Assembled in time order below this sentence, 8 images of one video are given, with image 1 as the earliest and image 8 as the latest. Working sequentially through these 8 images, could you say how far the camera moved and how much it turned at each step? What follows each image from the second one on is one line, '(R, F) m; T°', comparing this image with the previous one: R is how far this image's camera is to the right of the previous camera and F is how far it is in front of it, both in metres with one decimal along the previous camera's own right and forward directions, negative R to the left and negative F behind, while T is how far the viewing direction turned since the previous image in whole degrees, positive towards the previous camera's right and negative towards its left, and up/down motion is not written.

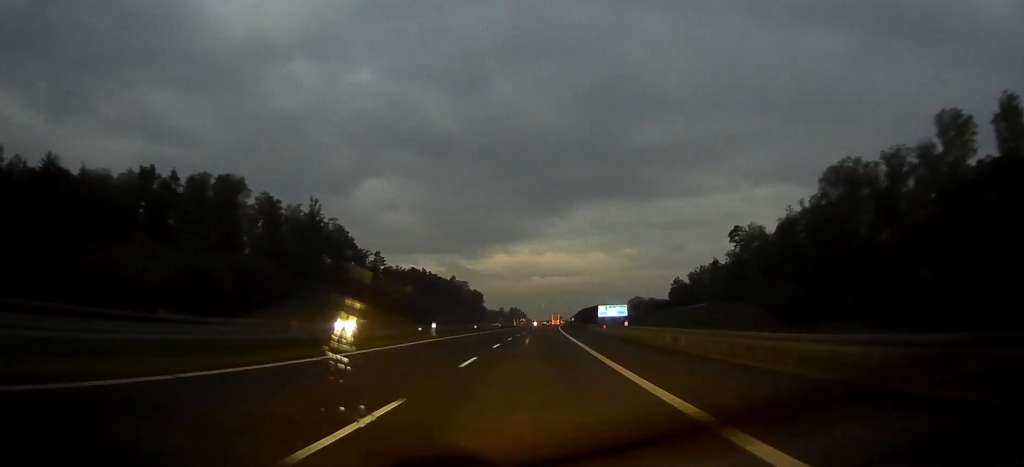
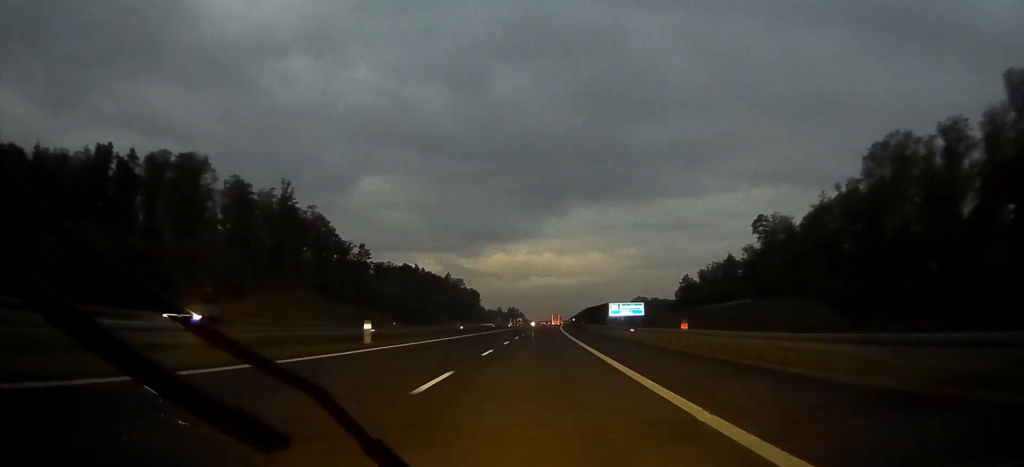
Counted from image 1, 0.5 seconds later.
(+0.1, +18.7) m; 0°
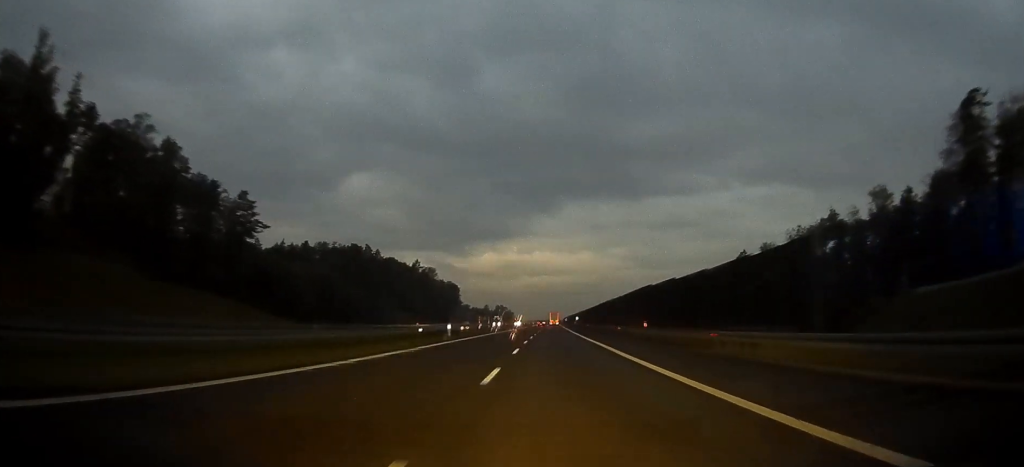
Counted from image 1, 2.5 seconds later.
(+0.5, +81.7) m; +1°
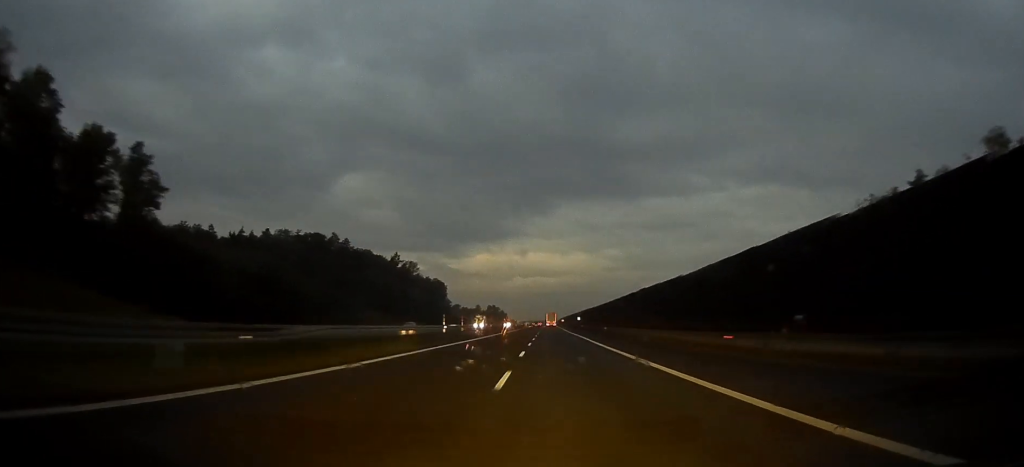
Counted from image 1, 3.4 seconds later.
(+0.1, +36.3) m; 0°
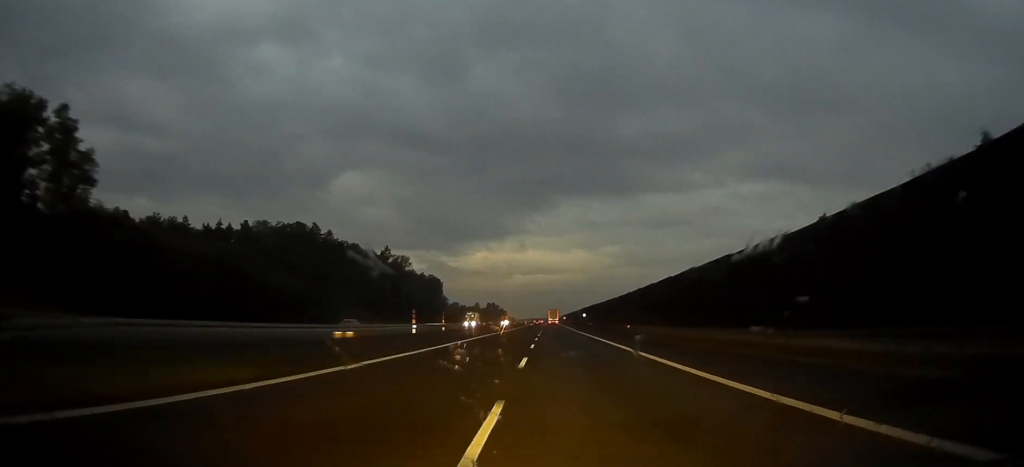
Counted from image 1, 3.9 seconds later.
(0.0, +18.9) m; 0°
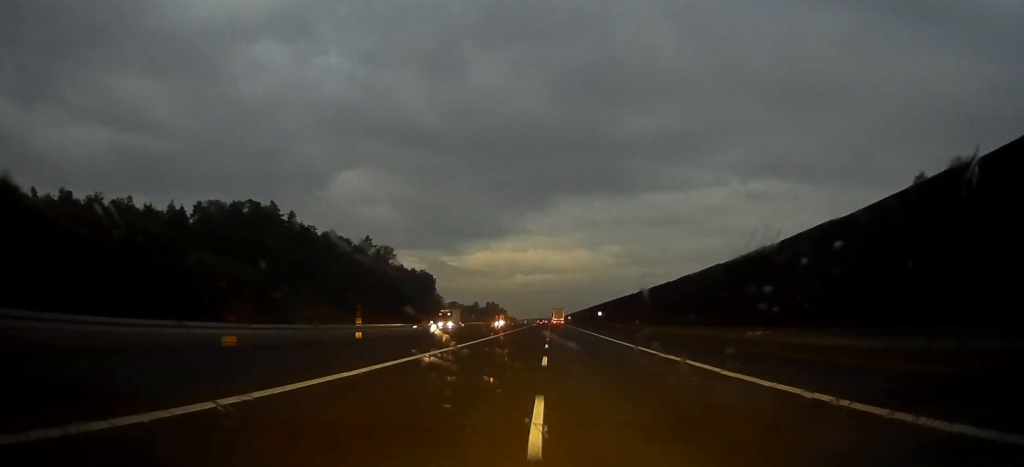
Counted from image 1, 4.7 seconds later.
(0.0, +35.1) m; 0°
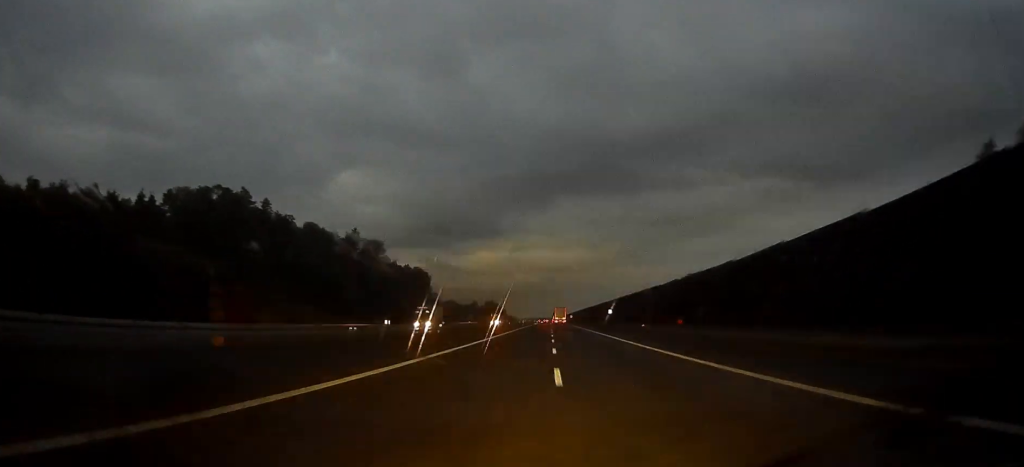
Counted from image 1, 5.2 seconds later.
(0.0, +17.6) m; 0°
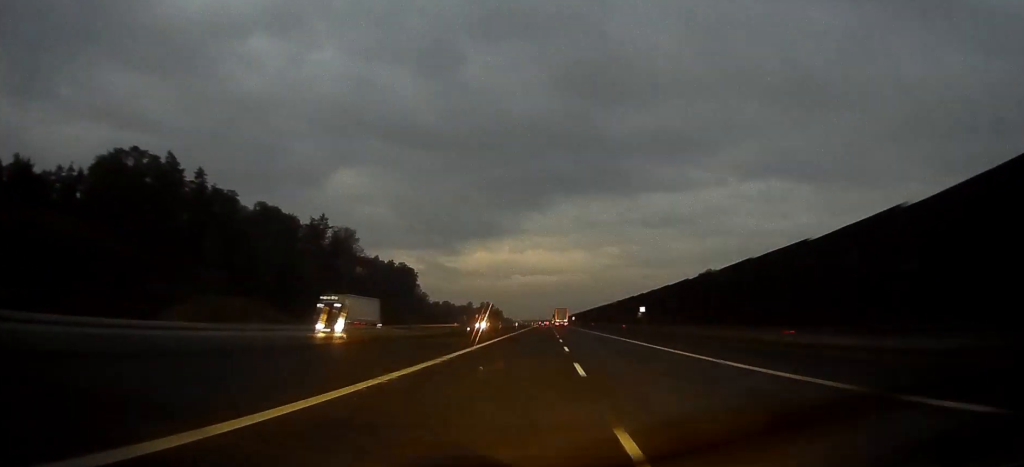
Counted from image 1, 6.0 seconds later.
(0.0, +33.8) m; 0°
